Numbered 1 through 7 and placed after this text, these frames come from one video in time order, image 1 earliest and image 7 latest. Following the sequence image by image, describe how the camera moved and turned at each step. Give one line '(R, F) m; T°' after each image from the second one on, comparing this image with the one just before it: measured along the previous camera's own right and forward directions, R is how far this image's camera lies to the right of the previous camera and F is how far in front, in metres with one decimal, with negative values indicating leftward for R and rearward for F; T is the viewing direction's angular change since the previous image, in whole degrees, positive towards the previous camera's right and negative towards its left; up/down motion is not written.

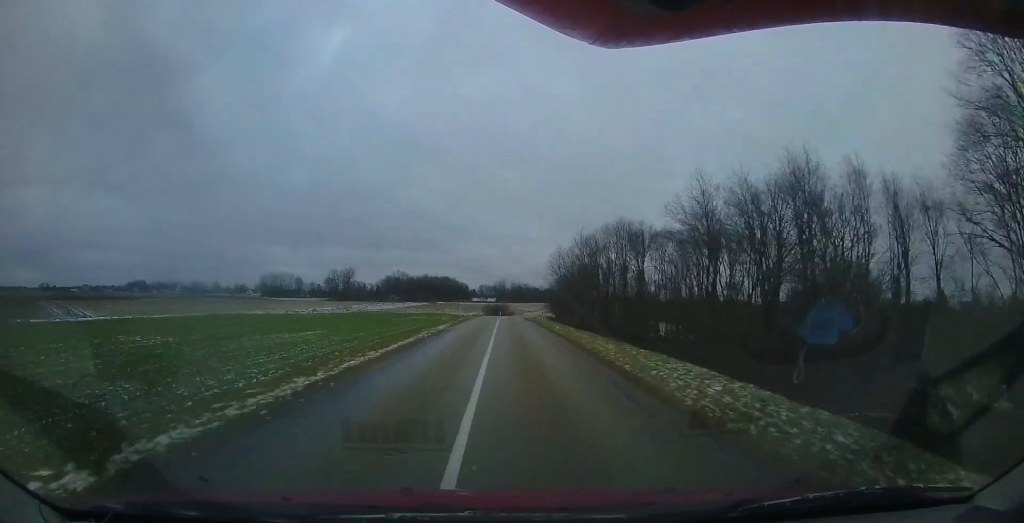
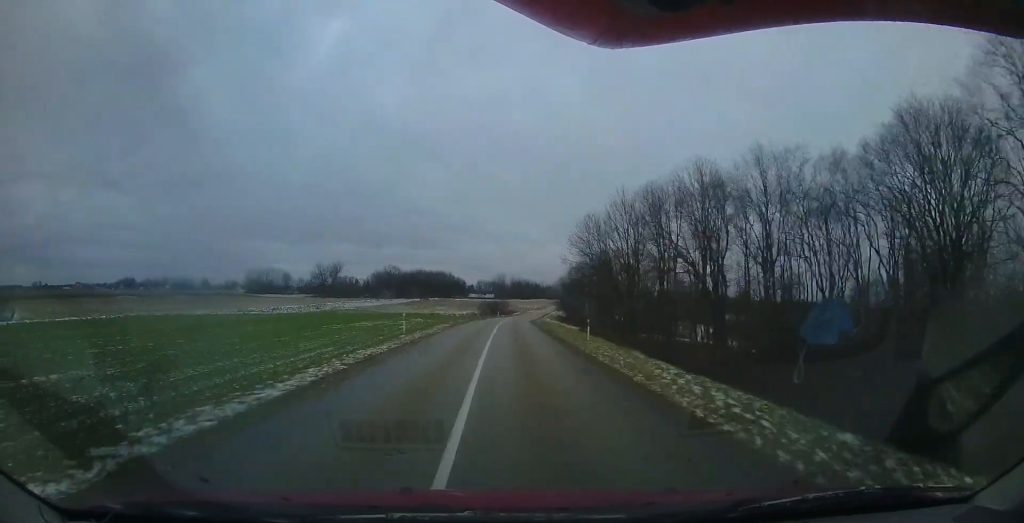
(-0.1, +21.5) m; 0°
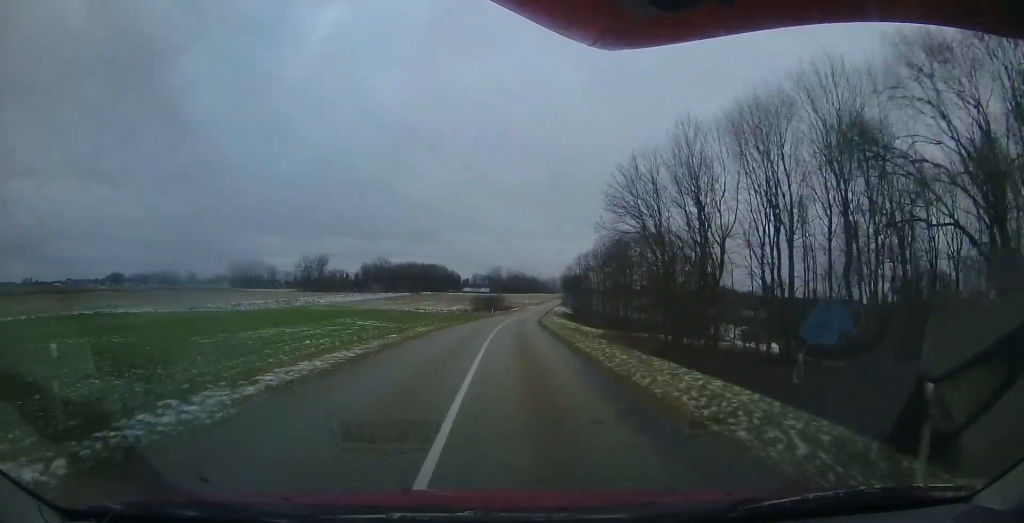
(0.0, +15.0) m; +1°
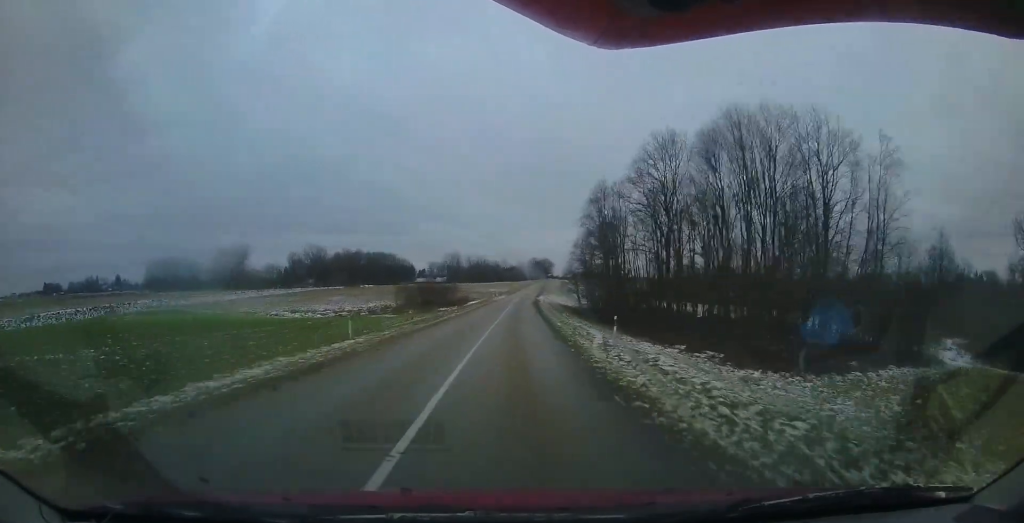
(+1.2, +43.2) m; +4°
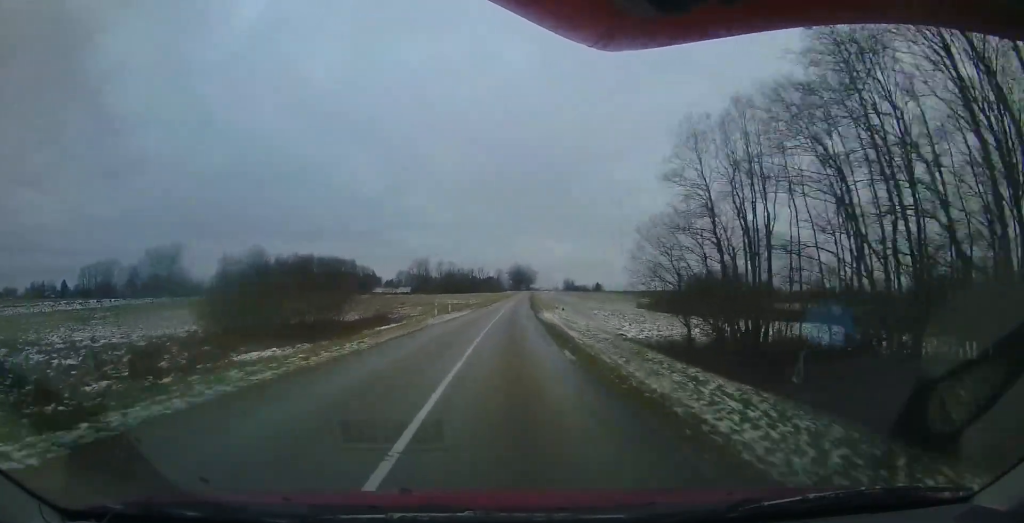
(+1.9, +36.0) m; +6°
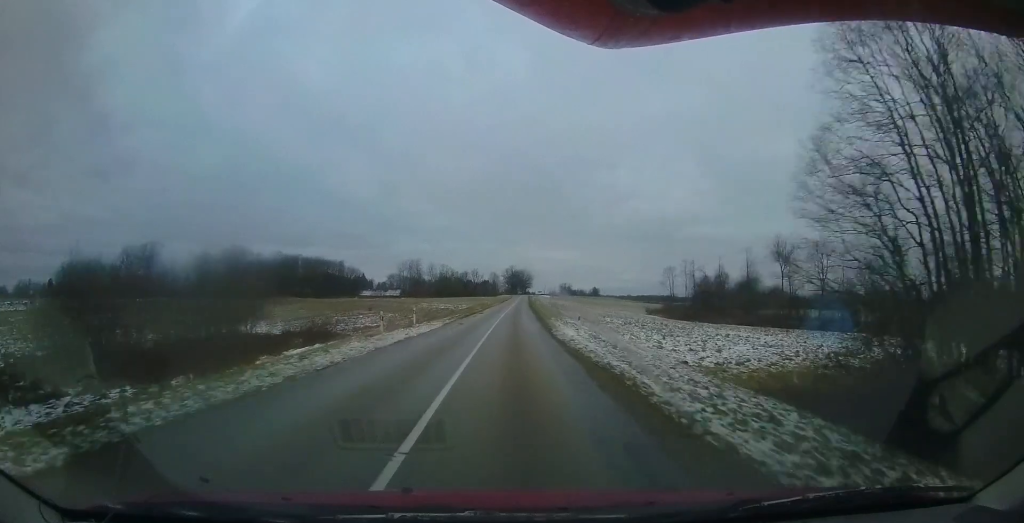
(+0.2, +11.0) m; +2°
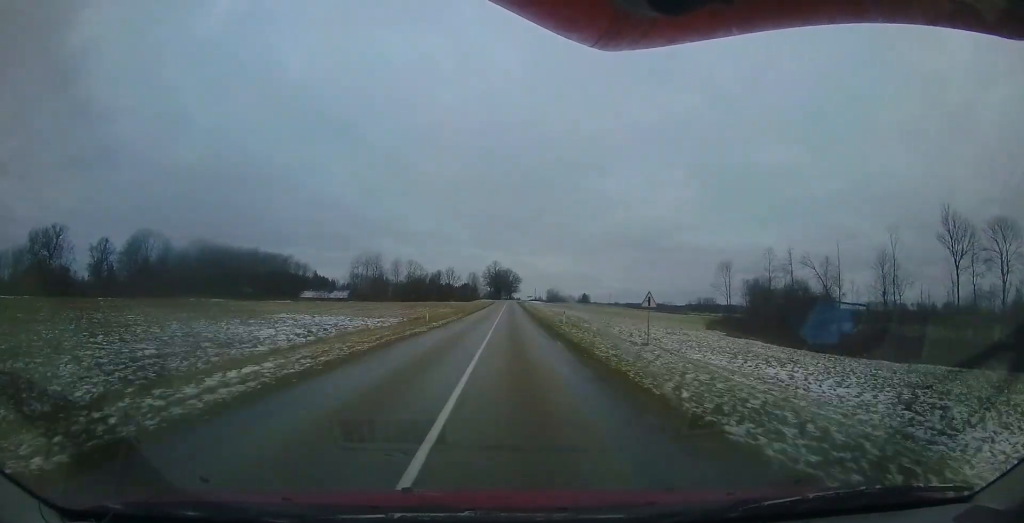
(+2.0, +43.1) m; +3°
